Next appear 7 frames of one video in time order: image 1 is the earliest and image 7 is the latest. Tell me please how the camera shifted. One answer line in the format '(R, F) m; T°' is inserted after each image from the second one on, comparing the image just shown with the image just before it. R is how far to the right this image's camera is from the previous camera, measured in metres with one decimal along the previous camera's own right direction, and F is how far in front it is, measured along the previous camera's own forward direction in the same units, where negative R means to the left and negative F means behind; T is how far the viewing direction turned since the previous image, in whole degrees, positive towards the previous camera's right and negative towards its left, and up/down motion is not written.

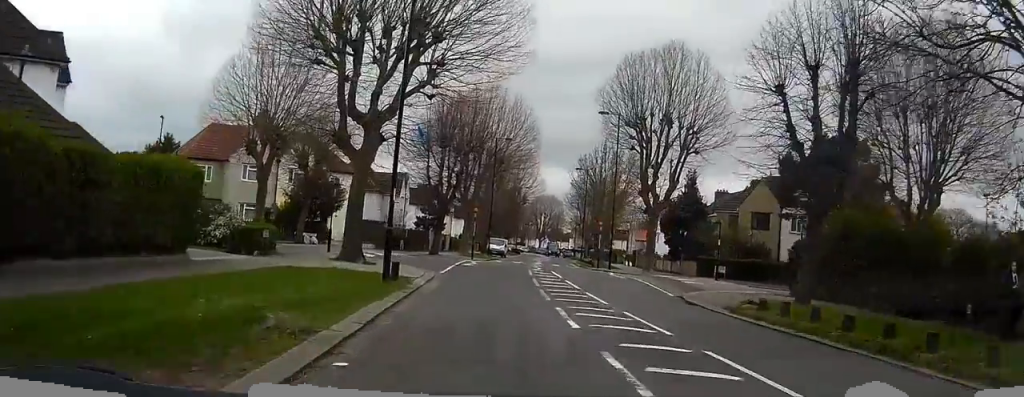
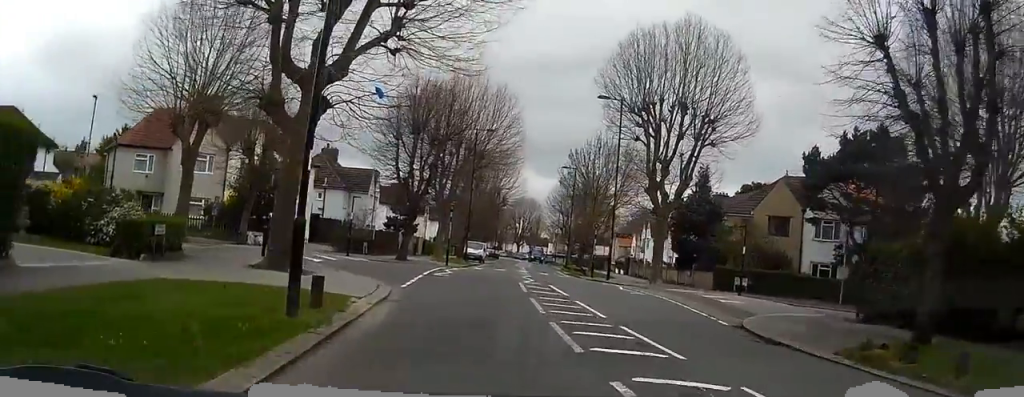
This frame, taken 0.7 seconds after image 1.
(+0.2, +7.3) m; +2°
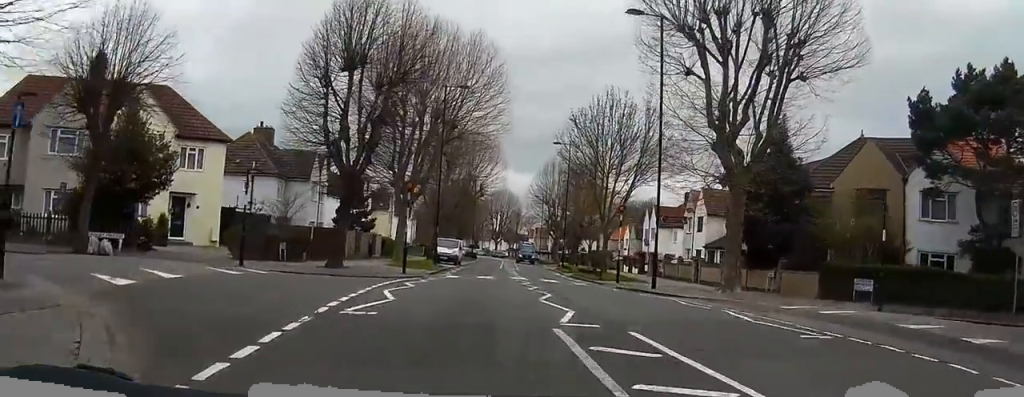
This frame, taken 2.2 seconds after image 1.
(+0.4, +14.8) m; +2°
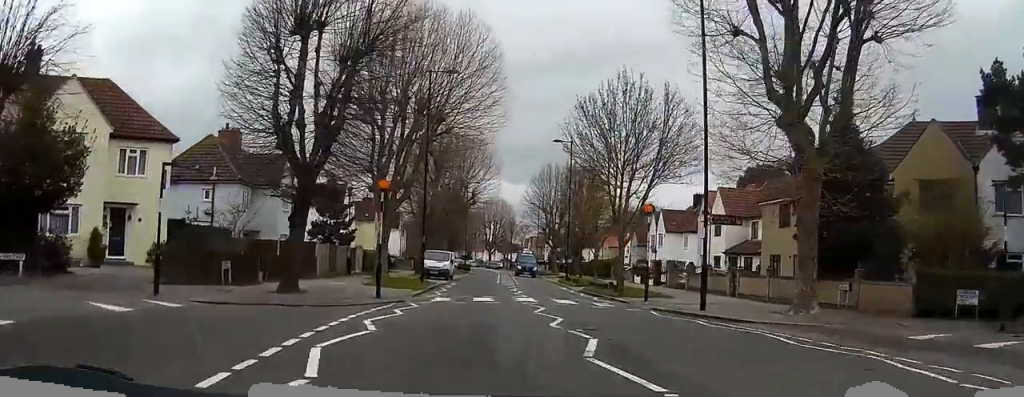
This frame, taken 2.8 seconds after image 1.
(0.0, +6.5) m; +1°
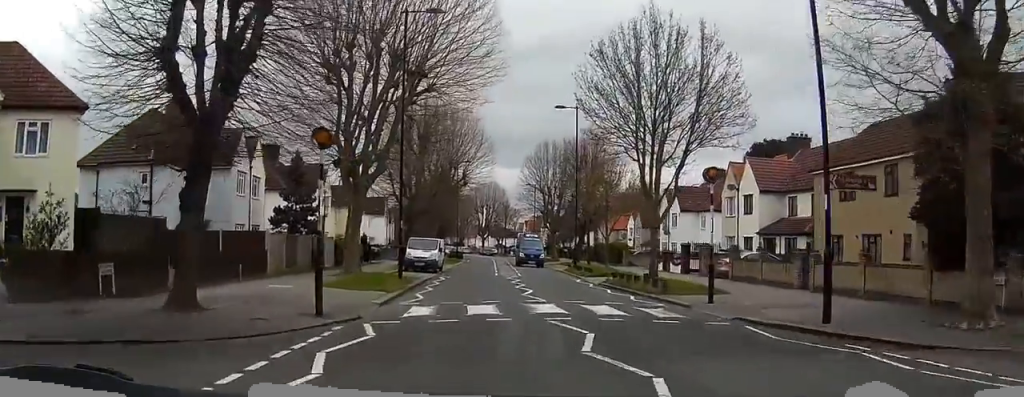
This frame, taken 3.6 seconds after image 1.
(+0.1, +8.1) m; +2°
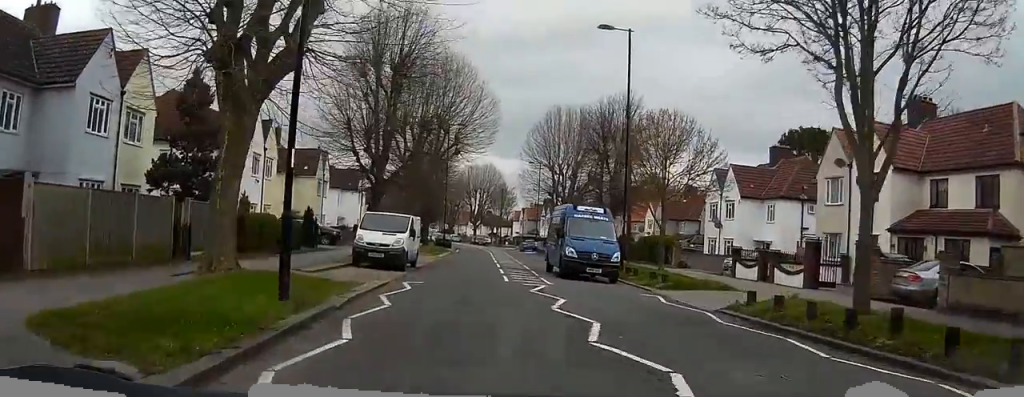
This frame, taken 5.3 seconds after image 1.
(+0.3, +16.6) m; 0°
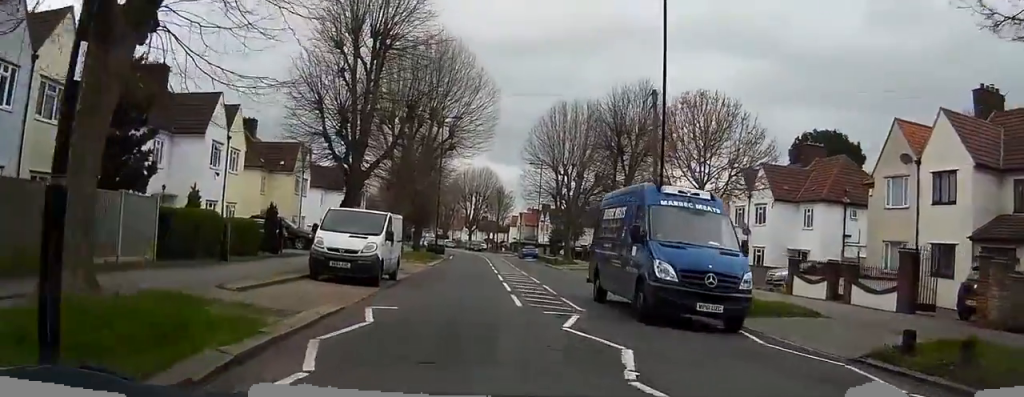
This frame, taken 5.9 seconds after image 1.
(-0.1, +6.4) m; -1°
